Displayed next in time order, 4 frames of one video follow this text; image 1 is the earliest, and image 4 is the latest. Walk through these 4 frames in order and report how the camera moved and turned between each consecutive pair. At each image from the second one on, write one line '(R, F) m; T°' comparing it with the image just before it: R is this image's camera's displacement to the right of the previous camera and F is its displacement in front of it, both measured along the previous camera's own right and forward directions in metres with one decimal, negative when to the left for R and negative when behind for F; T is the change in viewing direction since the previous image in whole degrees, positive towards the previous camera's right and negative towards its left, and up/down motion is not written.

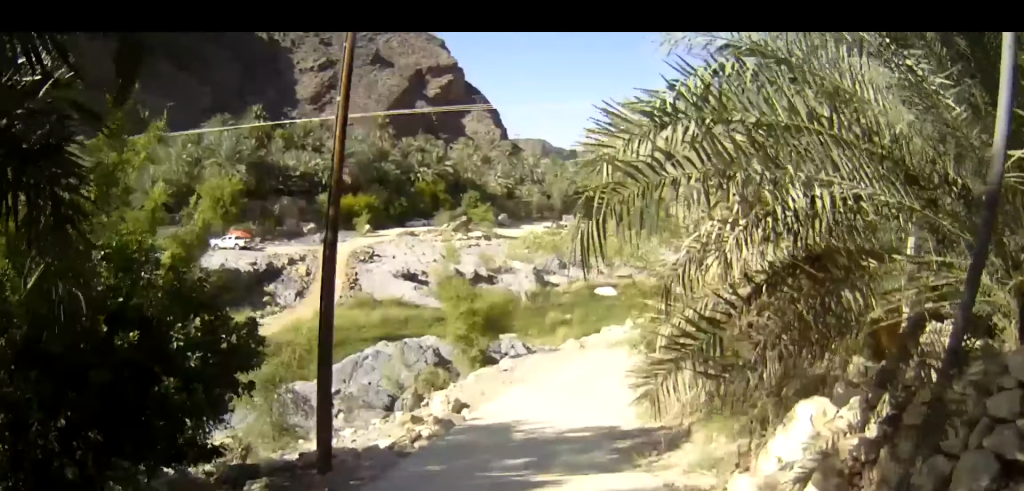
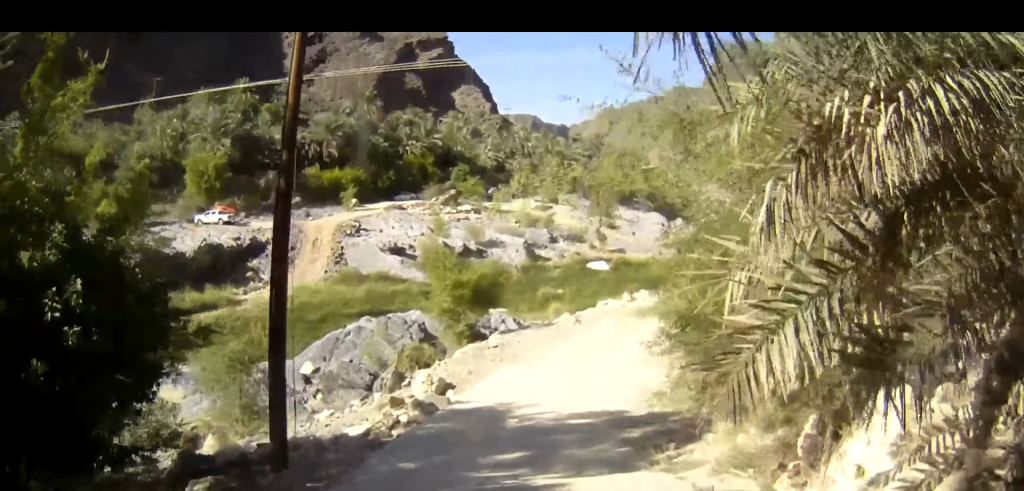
(0.0, +2.1) m; 0°
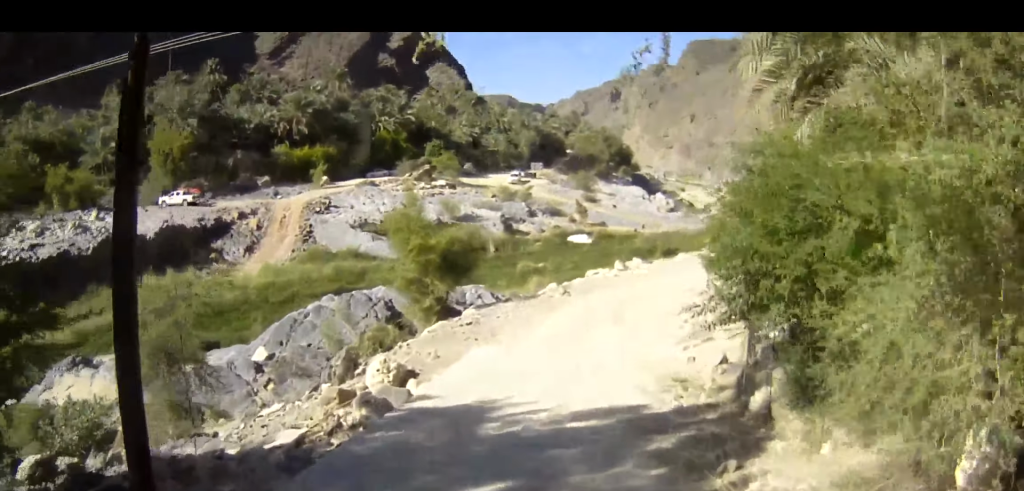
(0.0, +3.7) m; 0°
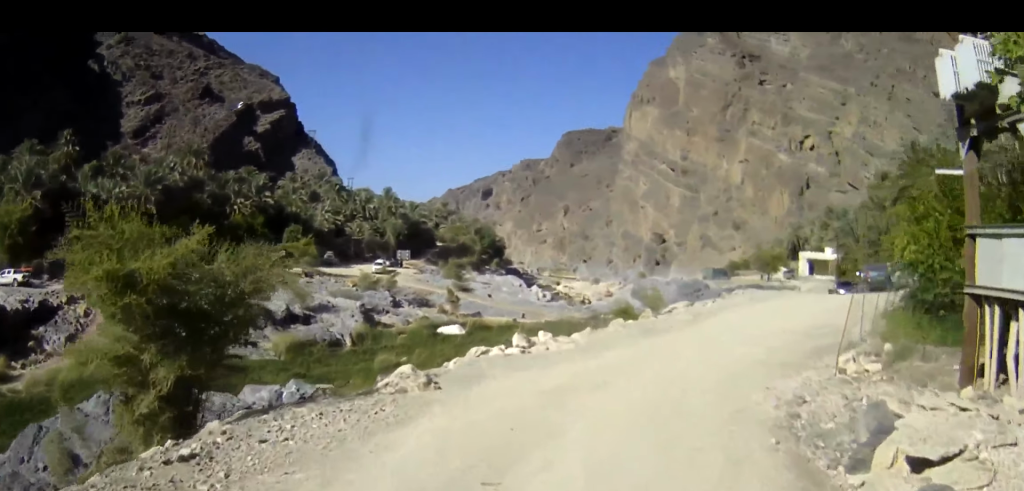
(+1.2, +12.2) m; +16°
